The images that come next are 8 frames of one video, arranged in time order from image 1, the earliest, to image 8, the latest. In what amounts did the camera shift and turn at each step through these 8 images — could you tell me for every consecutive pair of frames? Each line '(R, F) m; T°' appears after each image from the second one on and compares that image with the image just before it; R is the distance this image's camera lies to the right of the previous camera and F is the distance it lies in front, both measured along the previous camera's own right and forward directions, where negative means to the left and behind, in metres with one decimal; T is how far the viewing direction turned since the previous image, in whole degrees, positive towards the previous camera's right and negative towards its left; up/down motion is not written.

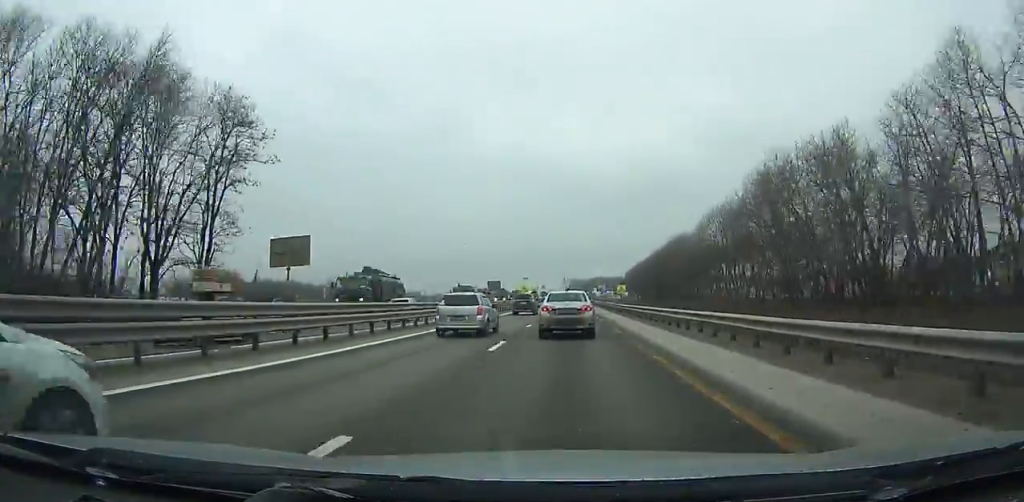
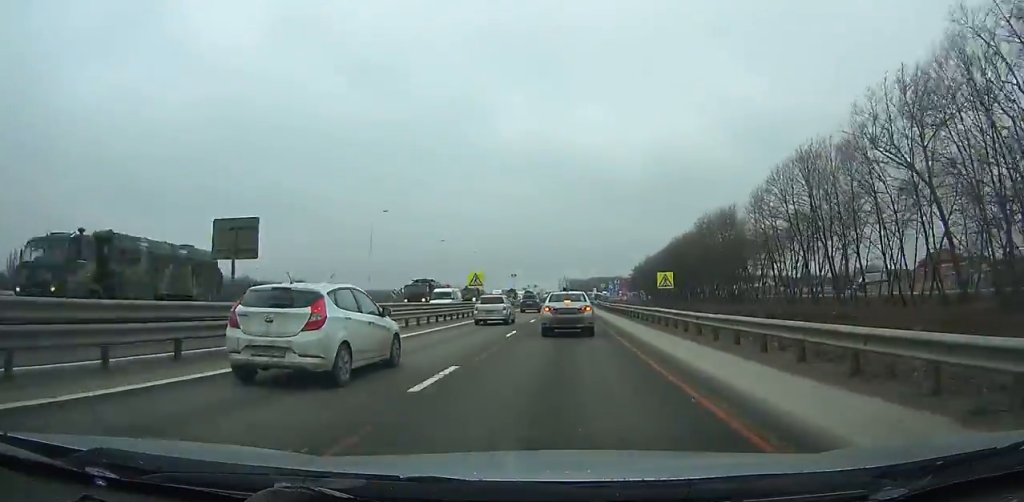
(+0.3, +42.2) m; 0°
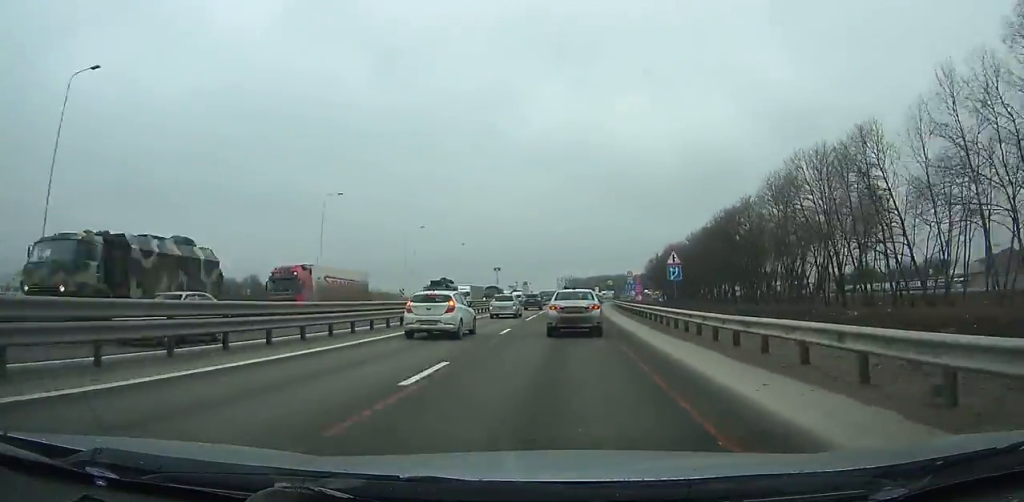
(+0.1, +46.3) m; 0°
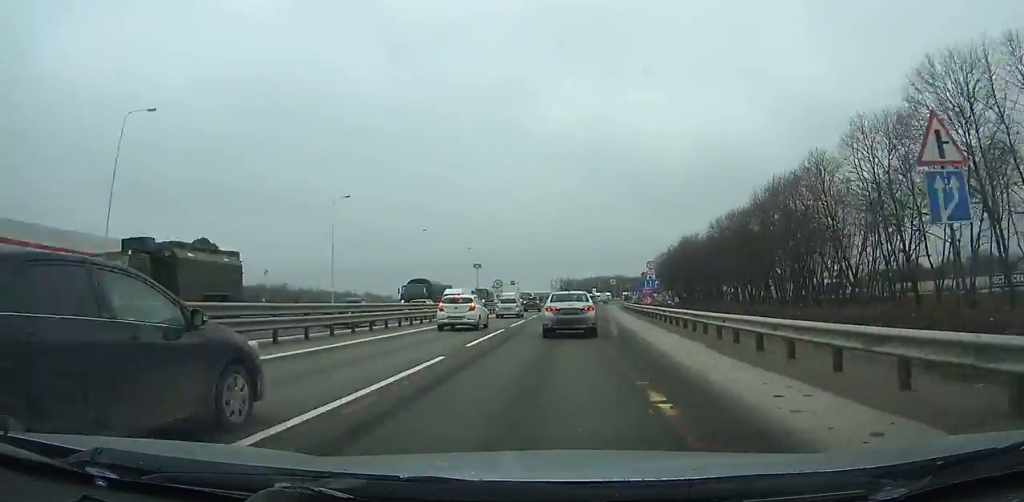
(0.0, +29.2) m; 0°
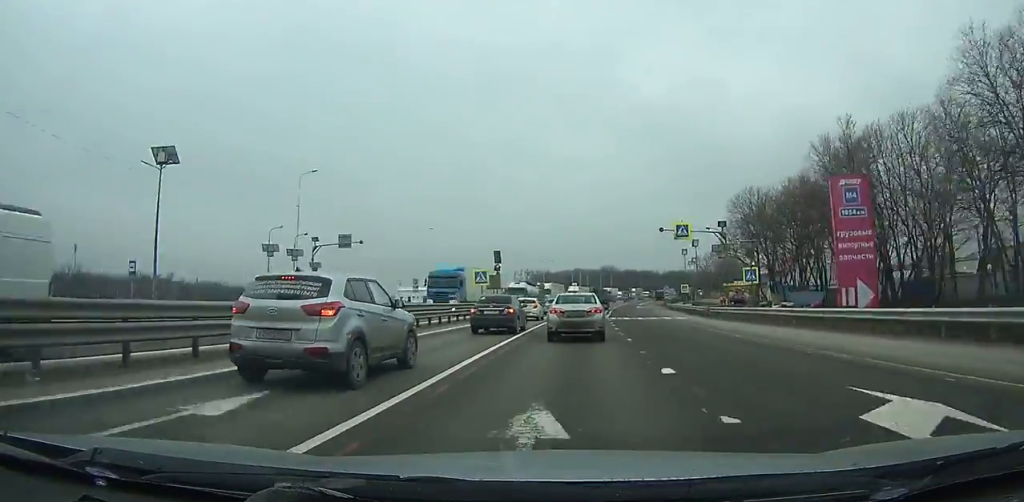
(+2.8, +108.8) m; +4°
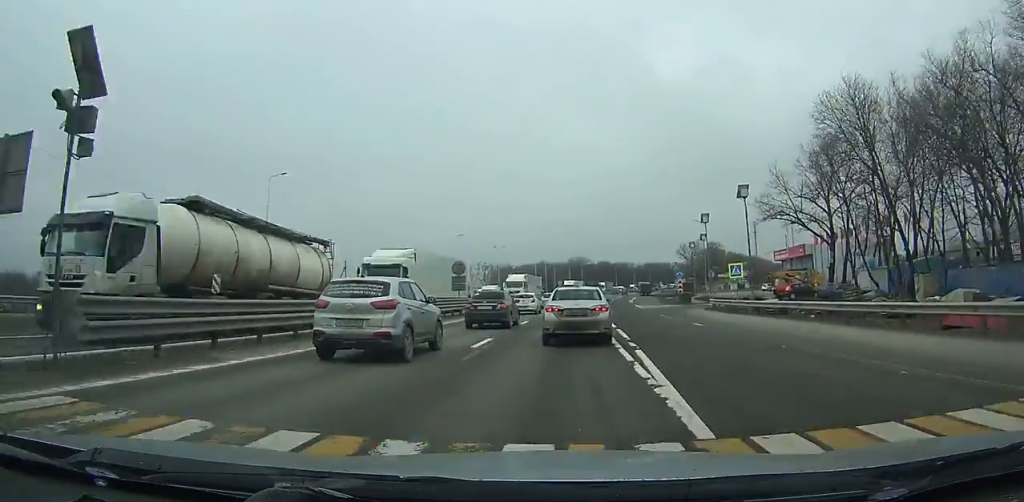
(+0.6, +36.8) m; +2°
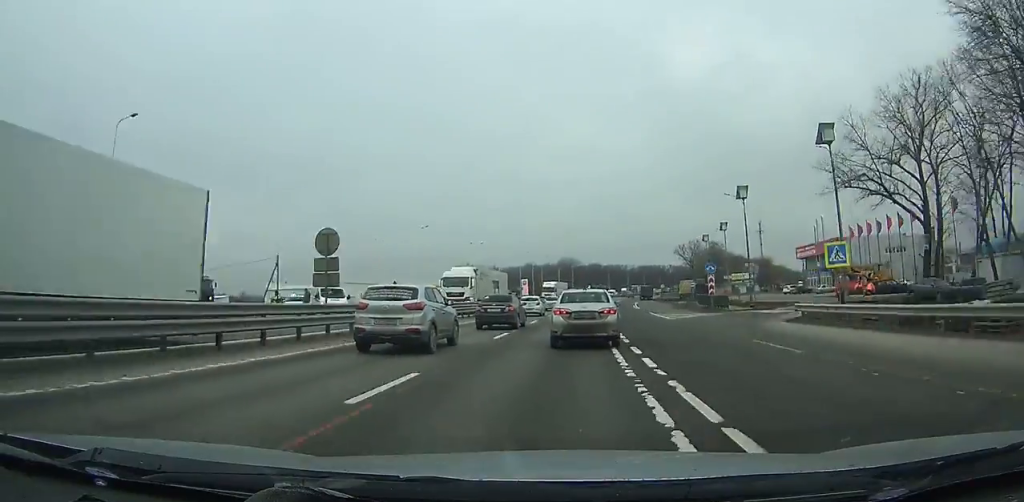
(+0.1, +19.4) m; +1°
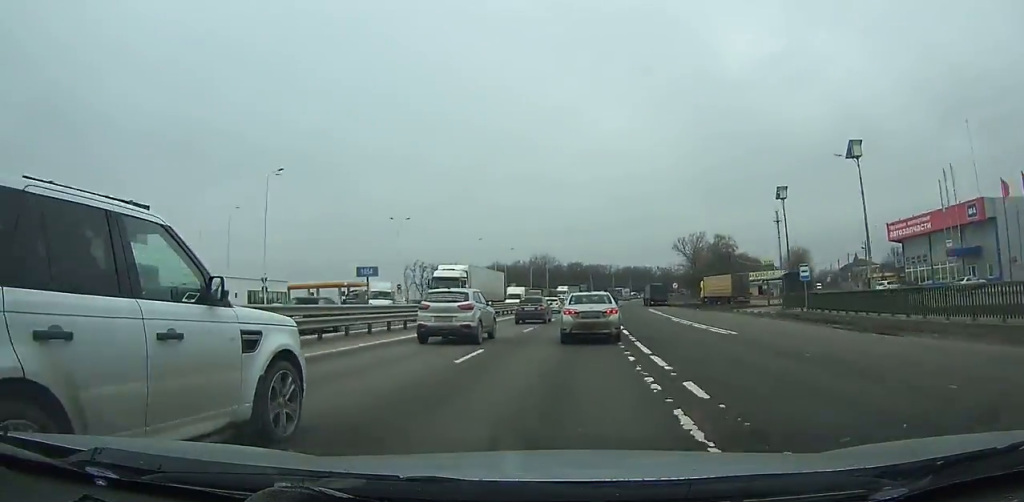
(+1.3, +44.0) m; +3°
